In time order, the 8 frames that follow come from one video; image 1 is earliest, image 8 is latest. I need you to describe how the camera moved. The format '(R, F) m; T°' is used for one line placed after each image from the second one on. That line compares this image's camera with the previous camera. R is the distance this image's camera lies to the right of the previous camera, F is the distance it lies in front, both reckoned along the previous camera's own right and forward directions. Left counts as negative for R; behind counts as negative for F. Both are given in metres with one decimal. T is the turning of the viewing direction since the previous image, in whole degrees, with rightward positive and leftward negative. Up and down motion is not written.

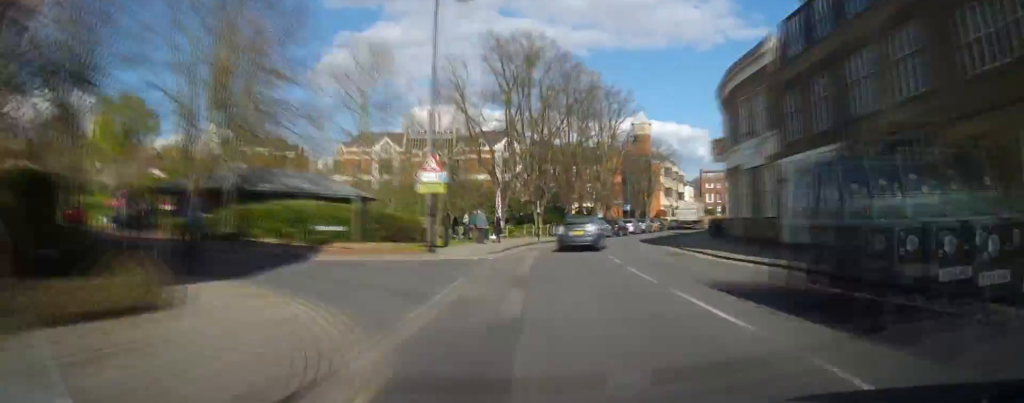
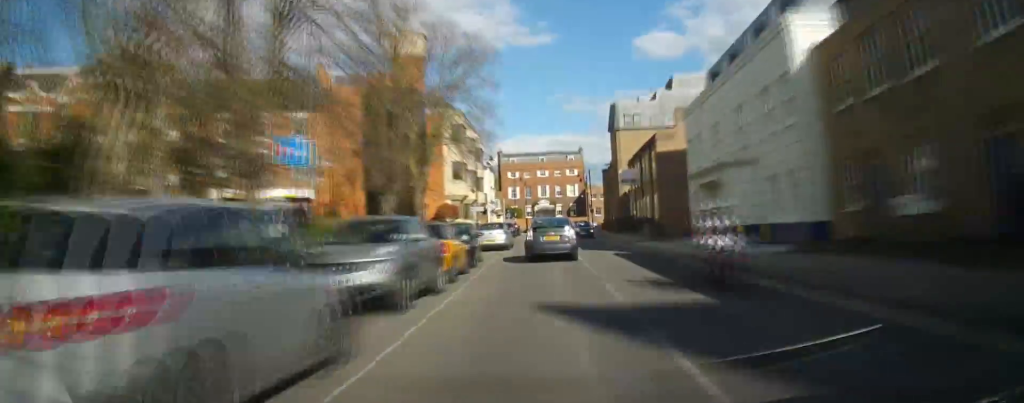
(+1.6, +57.6) m; +7°
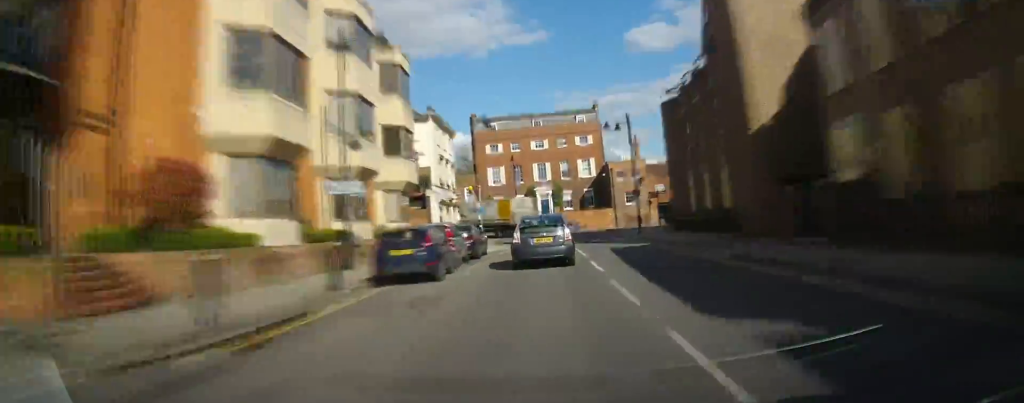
(+3.9, +38.0) m; +6°
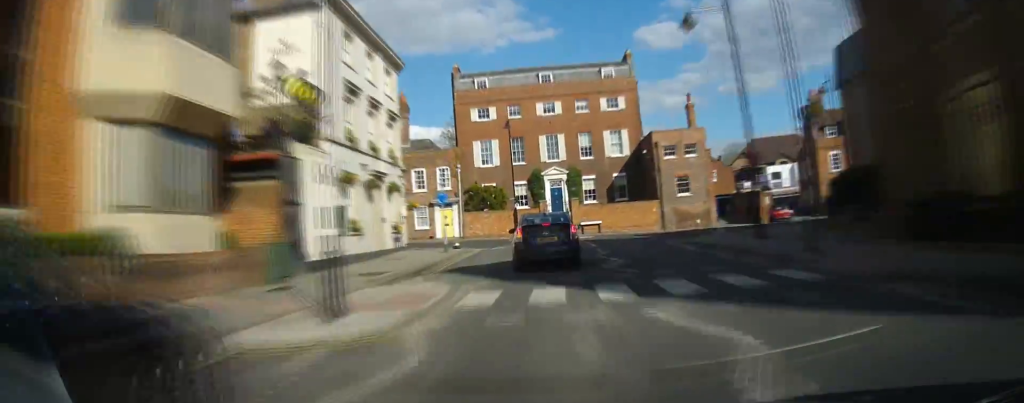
(-0.4, +19.0) m; -1°
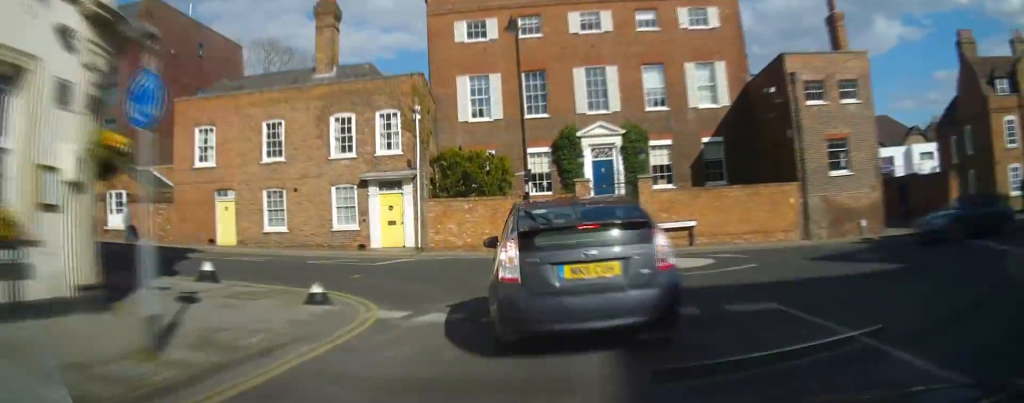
(-0.2, +19.6) m; -8°
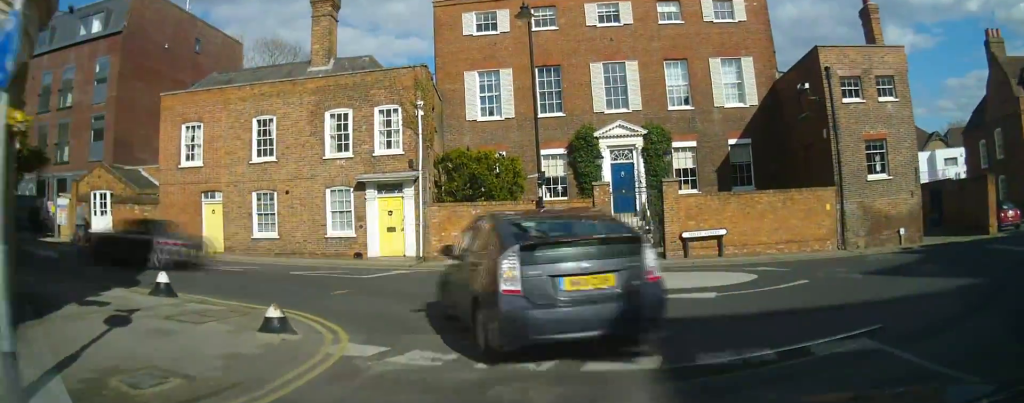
(-1.1, +12.5) m; -17°
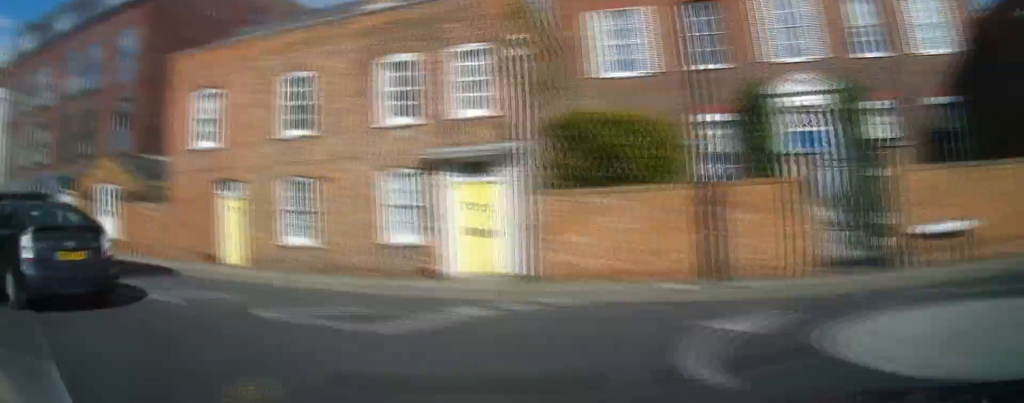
(-2.9, +12.9) m; -27°
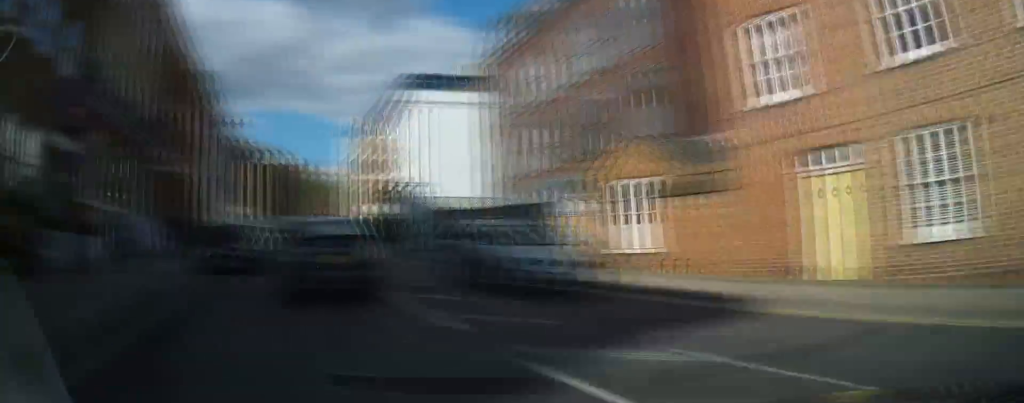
(-1.0, +7.3) m; -12°
